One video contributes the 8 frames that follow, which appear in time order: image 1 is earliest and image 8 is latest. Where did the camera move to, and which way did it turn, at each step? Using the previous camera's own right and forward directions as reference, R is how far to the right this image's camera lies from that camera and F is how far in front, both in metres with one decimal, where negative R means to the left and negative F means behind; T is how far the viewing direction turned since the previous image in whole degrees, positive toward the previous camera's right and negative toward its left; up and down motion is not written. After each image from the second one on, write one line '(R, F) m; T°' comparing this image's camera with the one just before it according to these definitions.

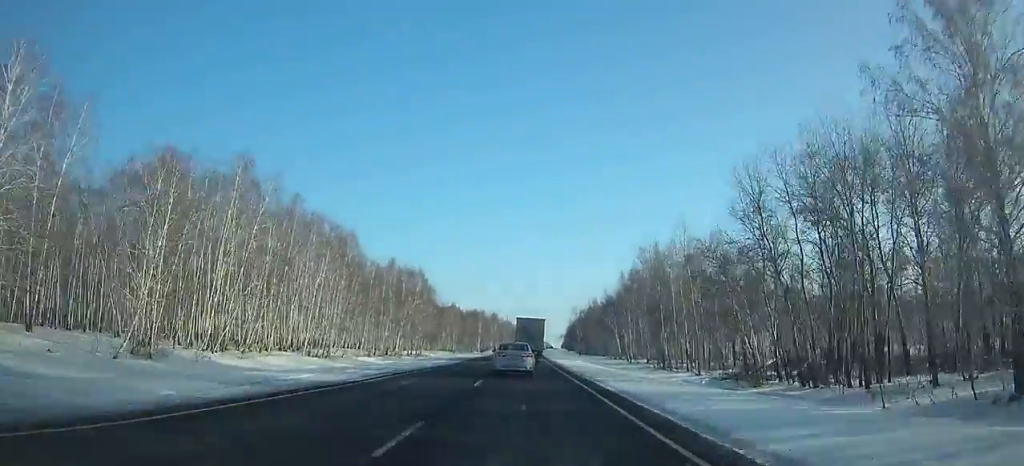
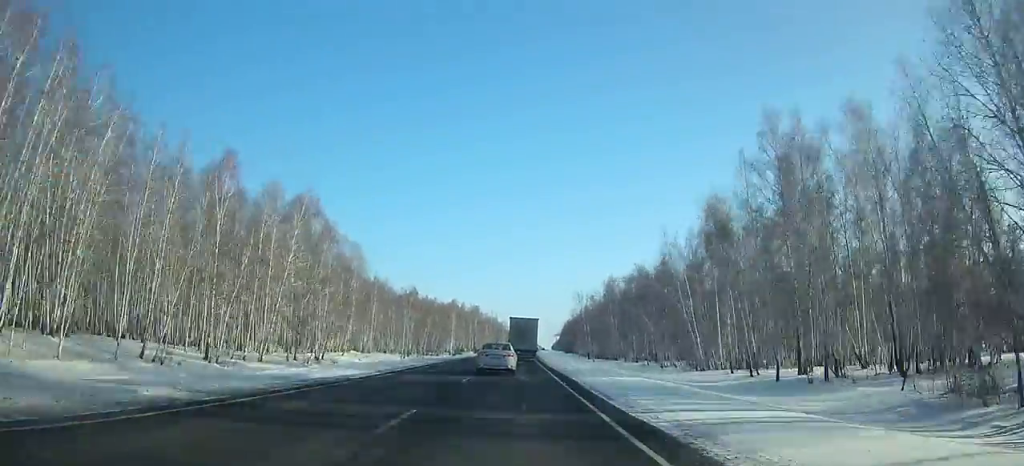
(+0.5, +57.8) m; +1°
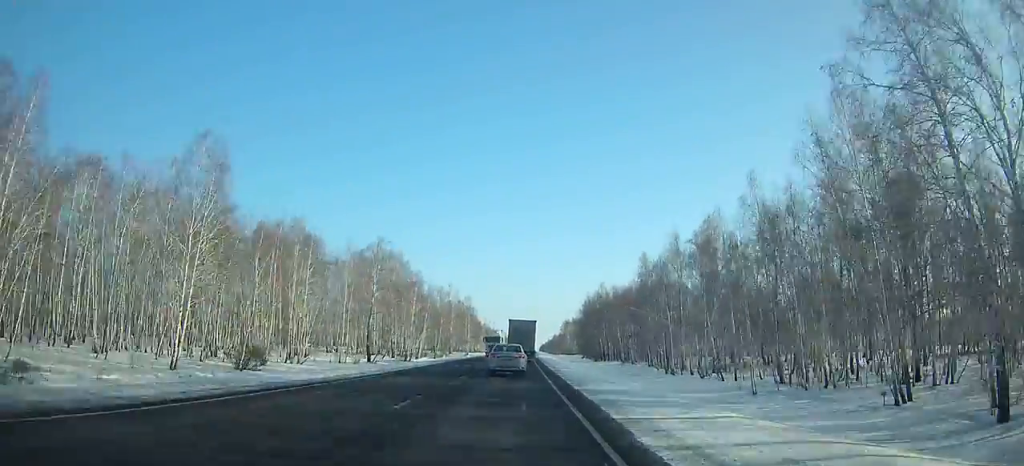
(+1.7, +138.8) m; +1°
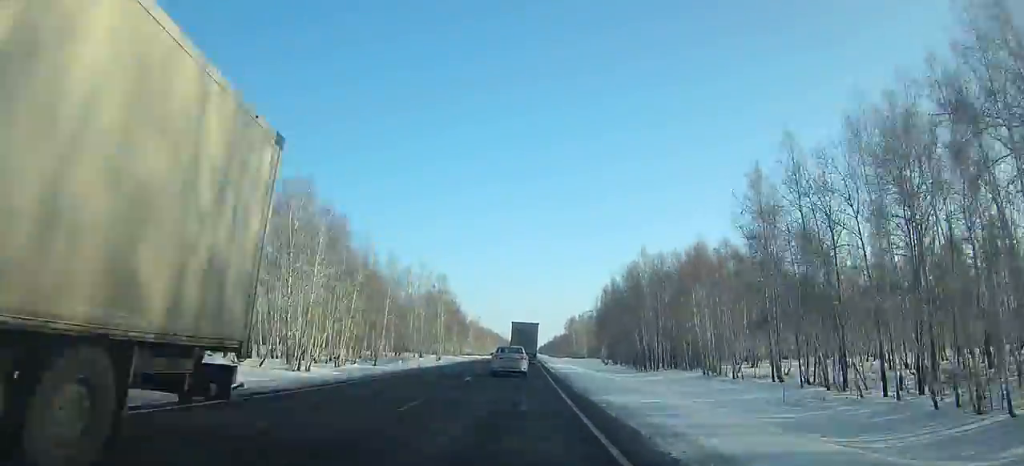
(+0.1, +47.4) m; +1°
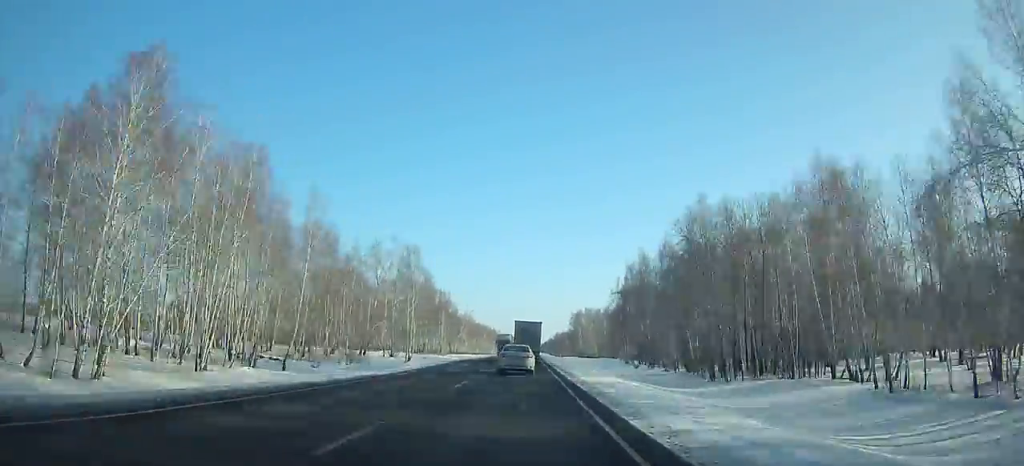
(-0.4, +29.4) m; +1°
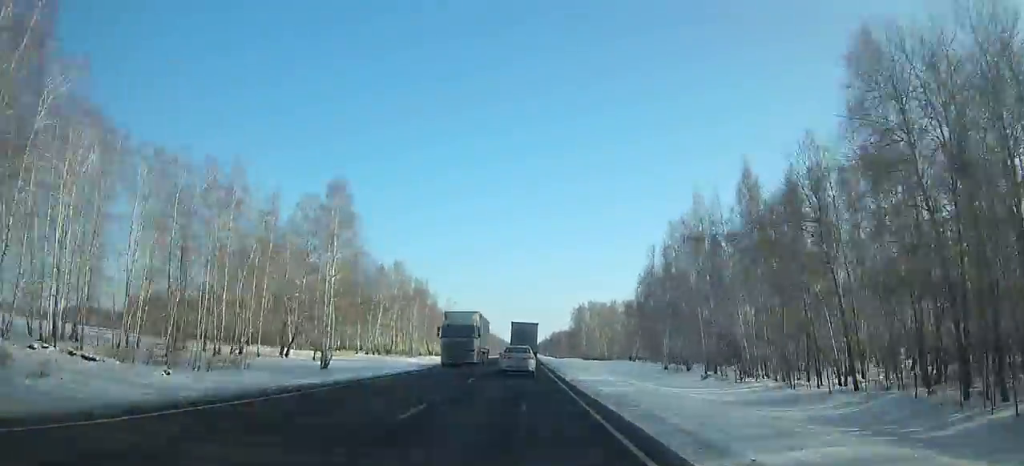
(+0.3, +31.7) m; 0°
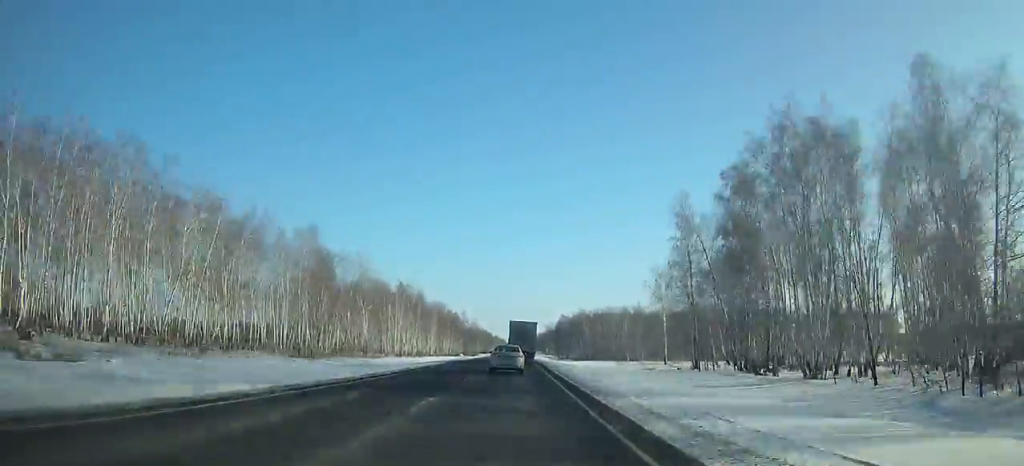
(-6.8, +153.1) m; -4°
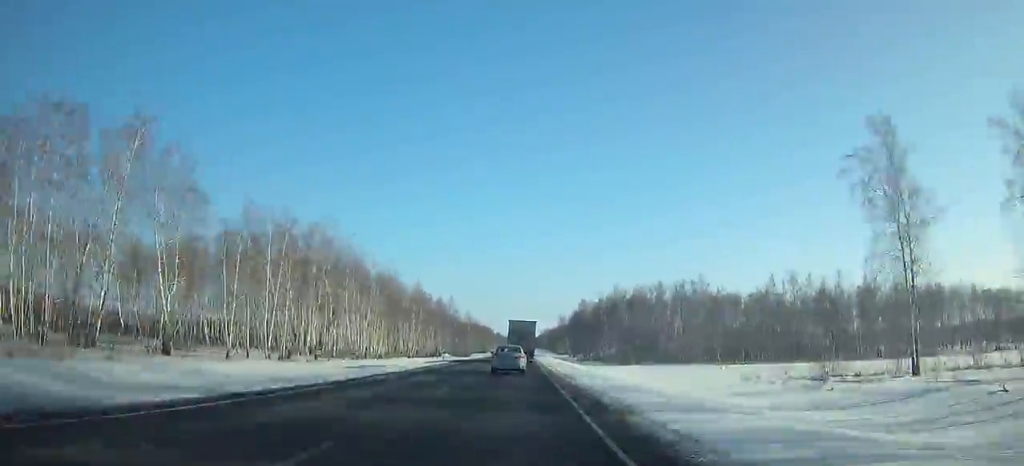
(+1.9, +65.9) m; +2°
